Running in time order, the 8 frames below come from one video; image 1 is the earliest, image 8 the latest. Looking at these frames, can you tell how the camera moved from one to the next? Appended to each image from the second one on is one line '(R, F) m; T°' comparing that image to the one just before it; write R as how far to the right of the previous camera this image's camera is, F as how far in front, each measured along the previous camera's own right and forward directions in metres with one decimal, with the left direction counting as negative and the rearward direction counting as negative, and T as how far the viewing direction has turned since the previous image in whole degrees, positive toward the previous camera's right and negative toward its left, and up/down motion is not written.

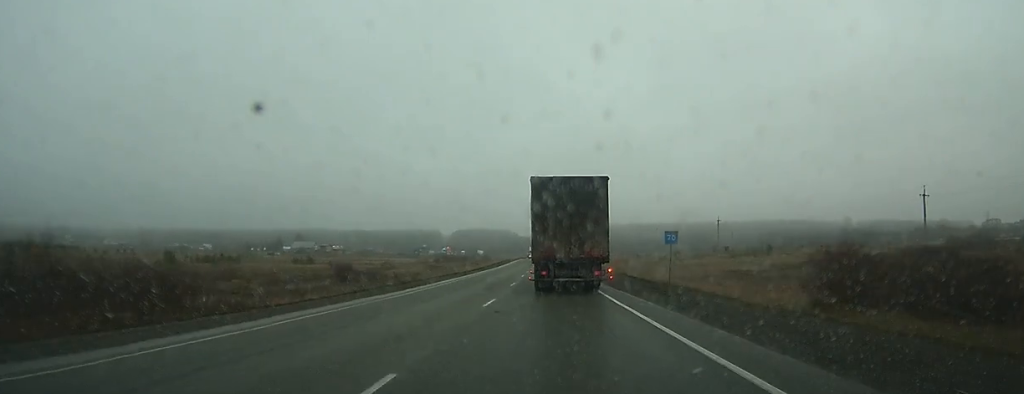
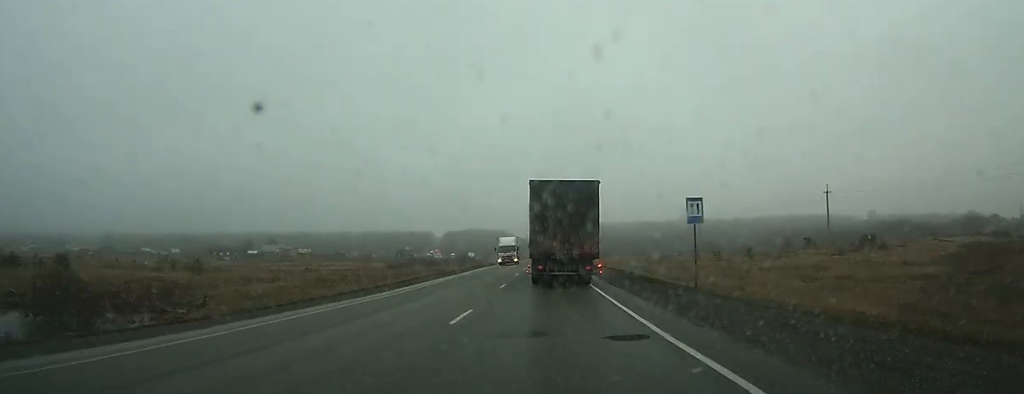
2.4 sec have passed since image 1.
(+0.4, +53.2) m; 0°
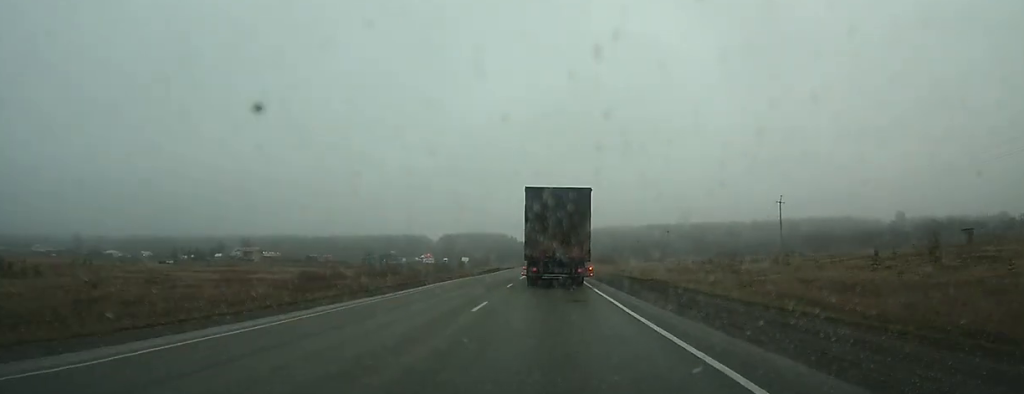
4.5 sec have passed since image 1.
(-0.1, +45.7) m; 0°
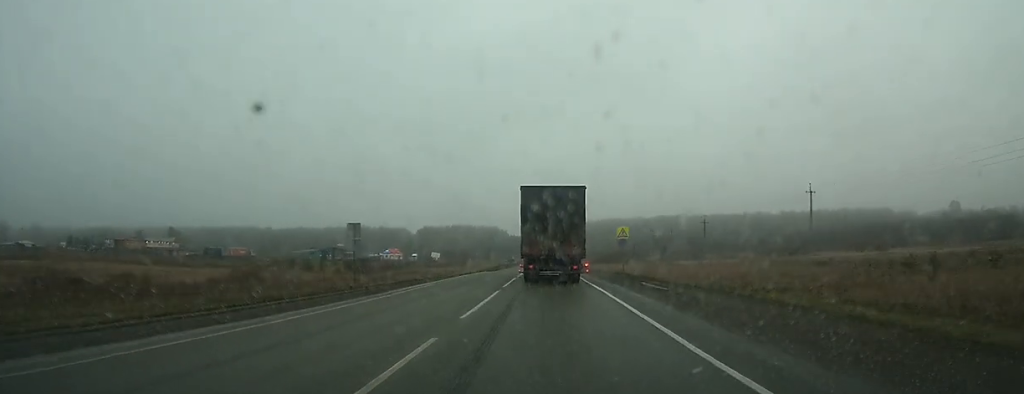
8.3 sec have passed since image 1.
(-0.1, +85.3) m; 0°
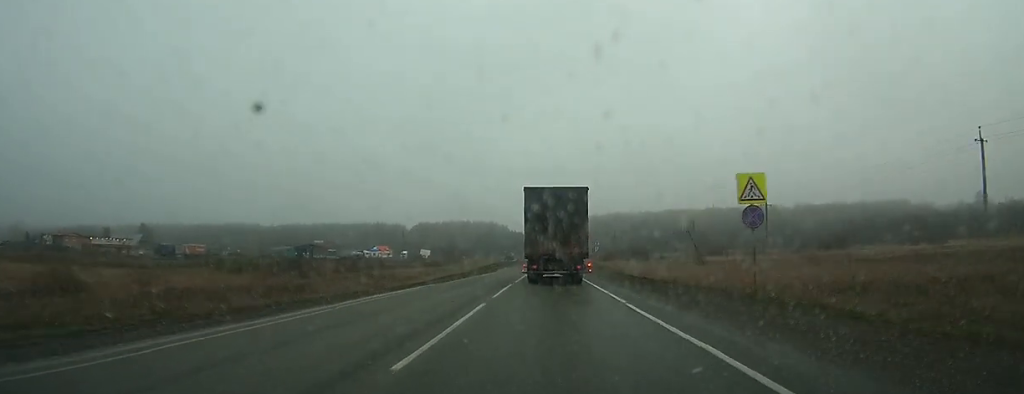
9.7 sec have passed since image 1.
(+0.2, +29.2) m; 0°
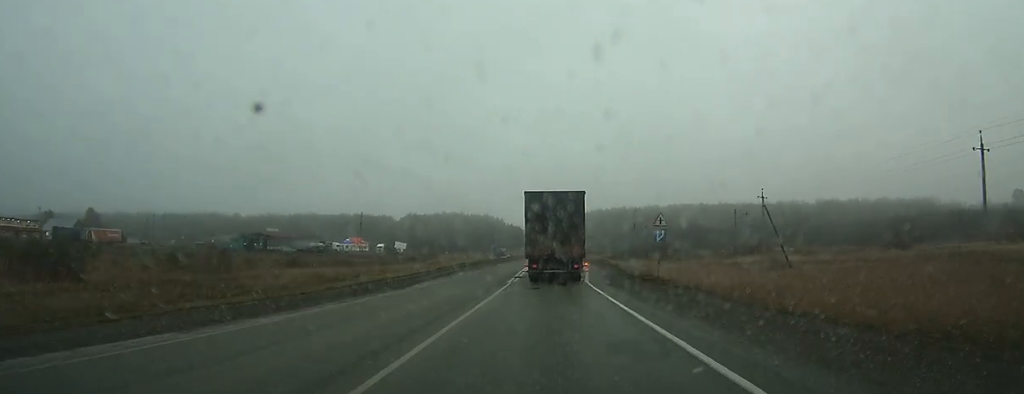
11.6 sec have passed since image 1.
(+0.1, +42.1) m; 0°
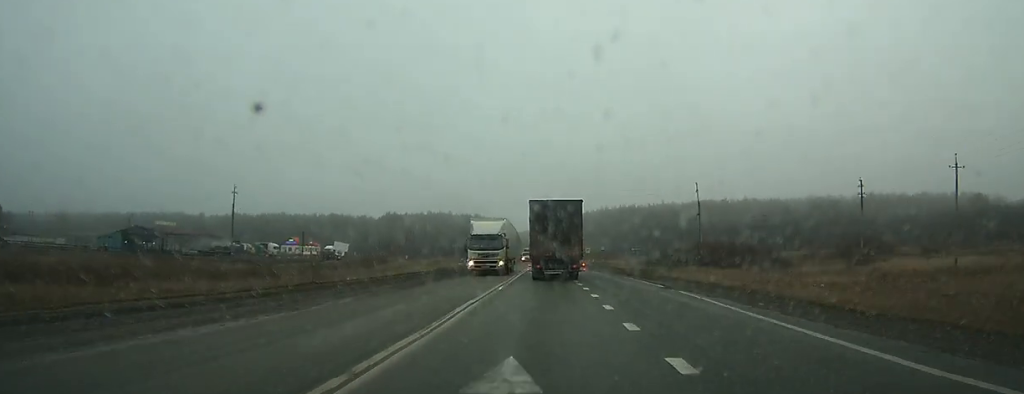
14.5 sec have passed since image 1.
(0.0, +62.0) m; 0°
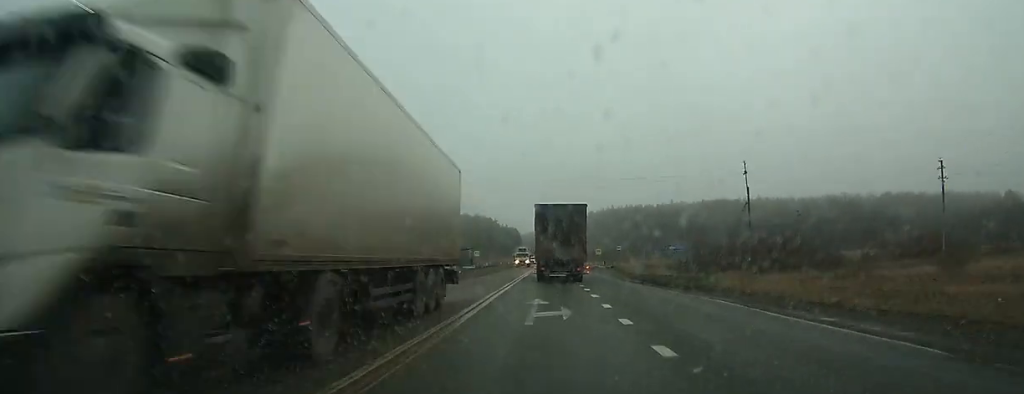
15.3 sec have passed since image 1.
(0.0, +18.8) m; 0°
